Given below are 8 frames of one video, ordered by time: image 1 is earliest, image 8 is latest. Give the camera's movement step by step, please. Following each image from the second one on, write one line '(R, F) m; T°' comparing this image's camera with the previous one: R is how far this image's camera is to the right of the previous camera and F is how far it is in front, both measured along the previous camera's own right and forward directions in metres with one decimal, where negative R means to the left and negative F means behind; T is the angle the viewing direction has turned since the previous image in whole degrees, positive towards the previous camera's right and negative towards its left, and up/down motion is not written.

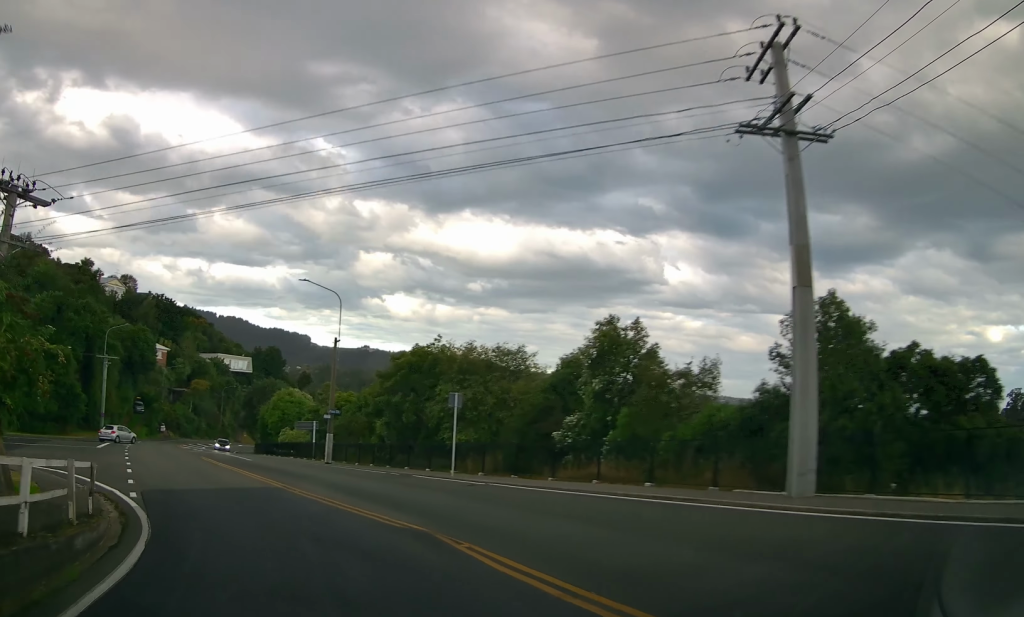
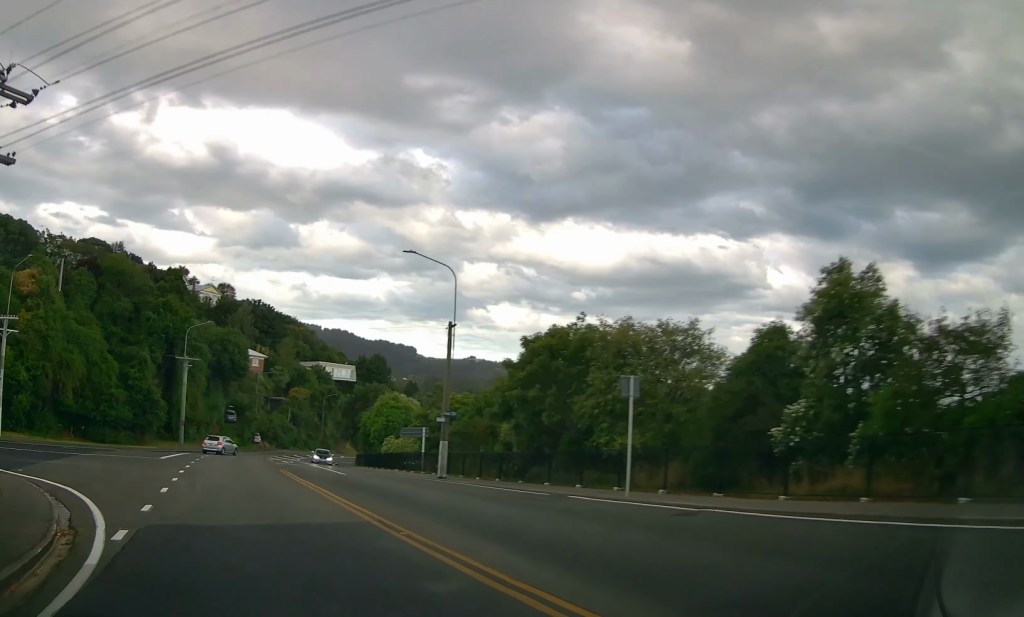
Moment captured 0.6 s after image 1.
(-0.4, +8.4) m; -7°
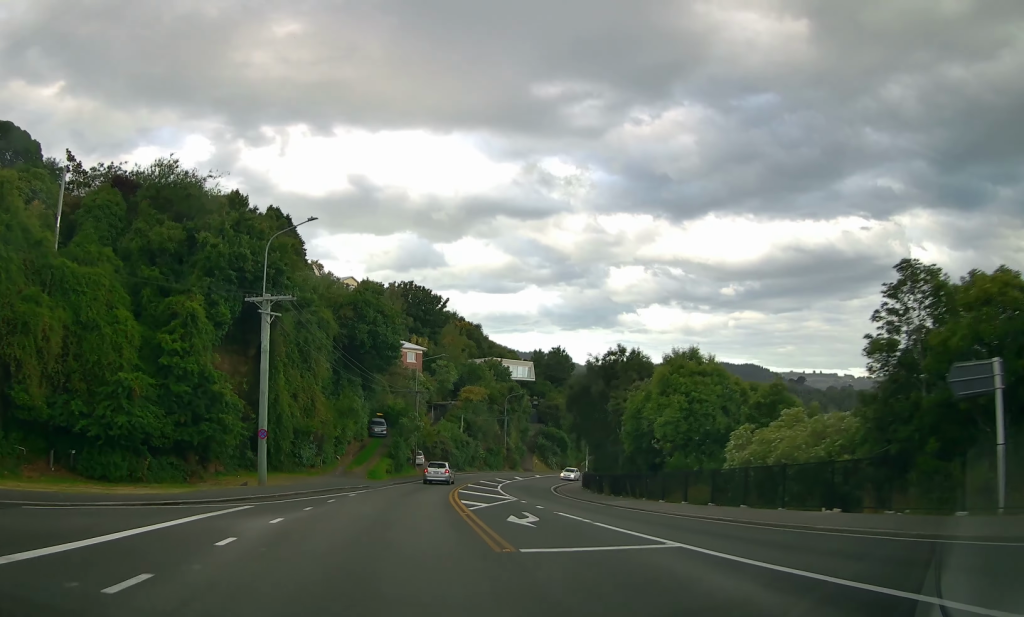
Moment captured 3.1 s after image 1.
(-5.6, +32.5) m; -12°
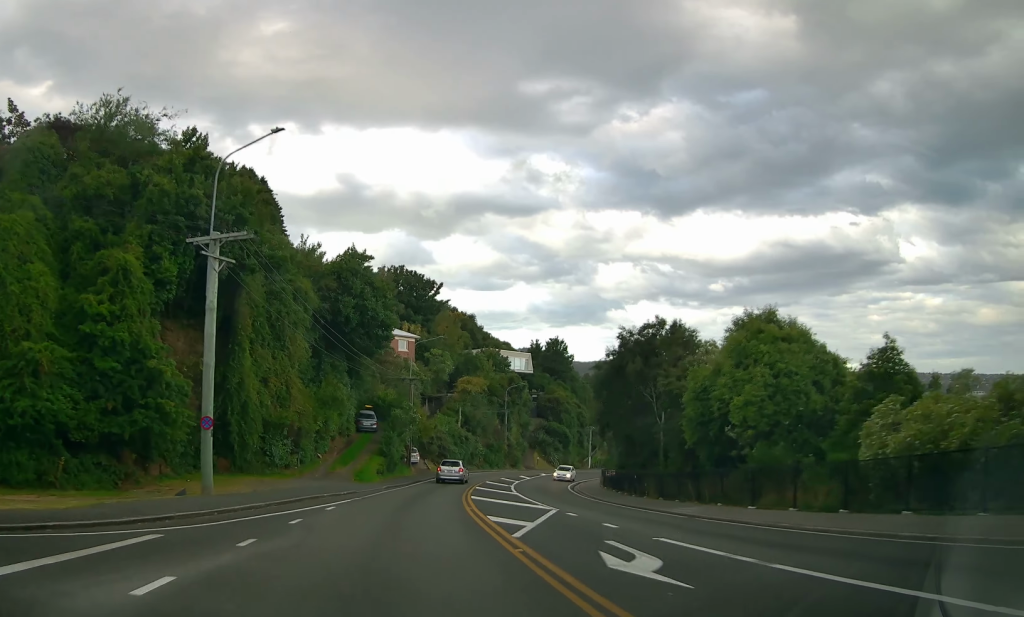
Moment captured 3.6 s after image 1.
(-0.1, +8.0) m; +1°
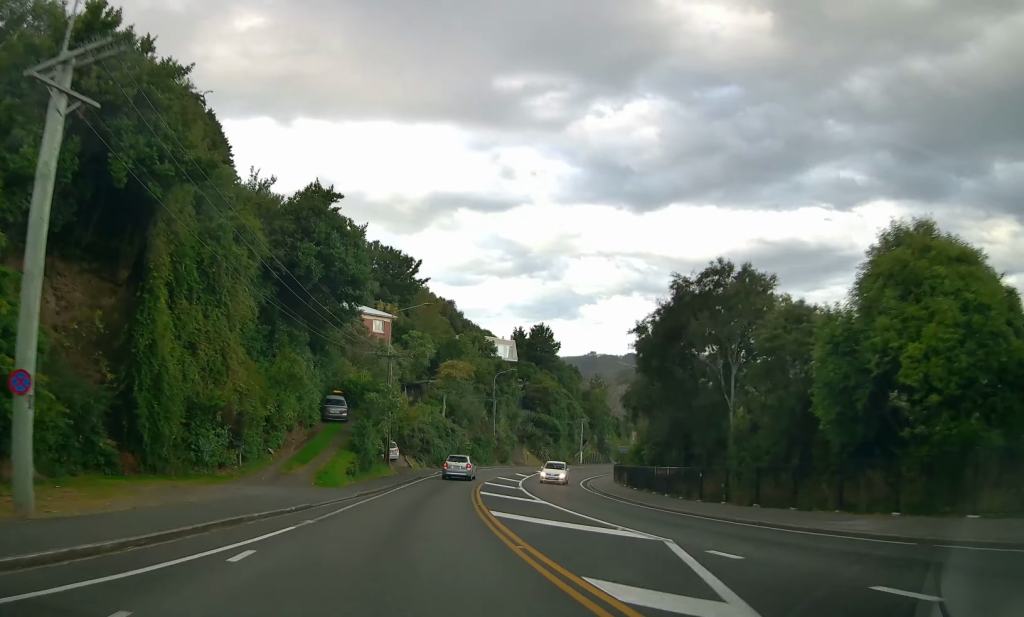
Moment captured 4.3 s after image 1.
(+0.4, +10.1) m; +3°
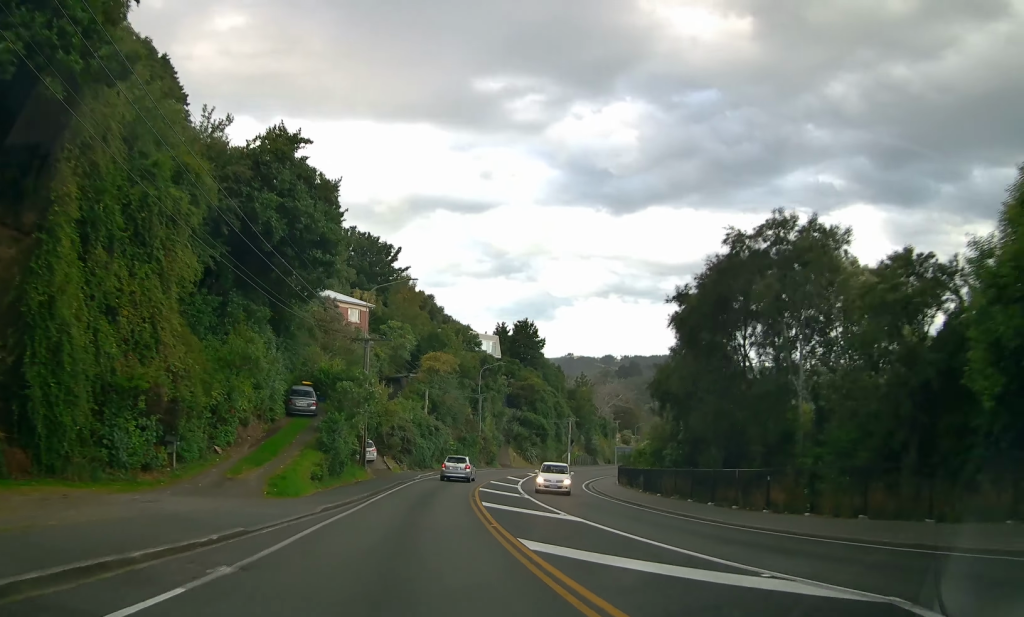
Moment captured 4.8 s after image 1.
(+0.1, +6.4) m; +2°
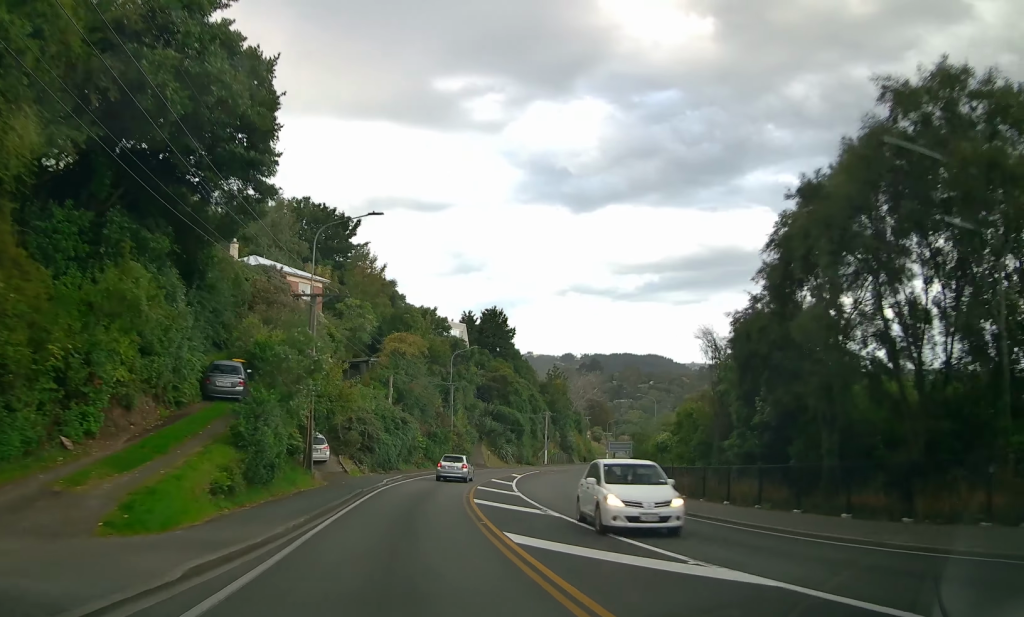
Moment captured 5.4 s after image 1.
(+0.3, +10.0) m; +1°
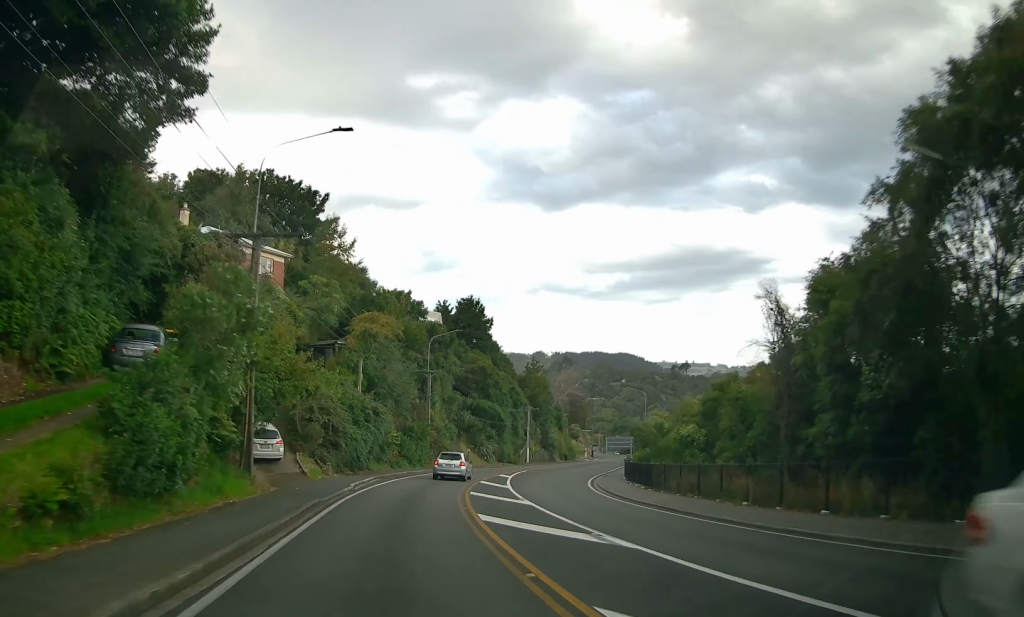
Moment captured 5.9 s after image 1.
(0.0, +7.0) m; +2°
